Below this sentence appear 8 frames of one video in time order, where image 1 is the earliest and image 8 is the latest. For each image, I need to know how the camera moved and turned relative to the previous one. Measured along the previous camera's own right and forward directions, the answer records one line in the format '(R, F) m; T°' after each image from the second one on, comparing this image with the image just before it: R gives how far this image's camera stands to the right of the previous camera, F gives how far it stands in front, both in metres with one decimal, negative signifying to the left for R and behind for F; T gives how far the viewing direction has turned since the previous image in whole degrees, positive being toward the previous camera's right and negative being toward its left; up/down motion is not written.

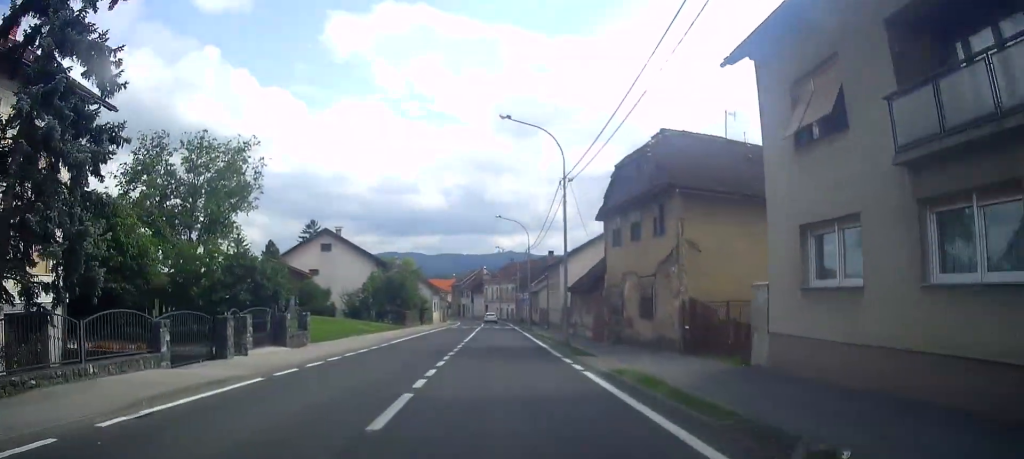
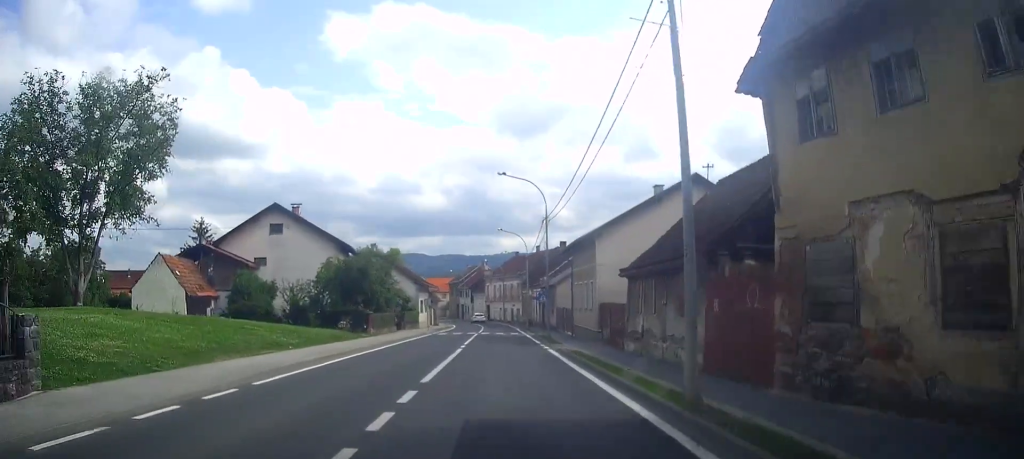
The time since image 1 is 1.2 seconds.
(+0.1, +16.2) m; +1°
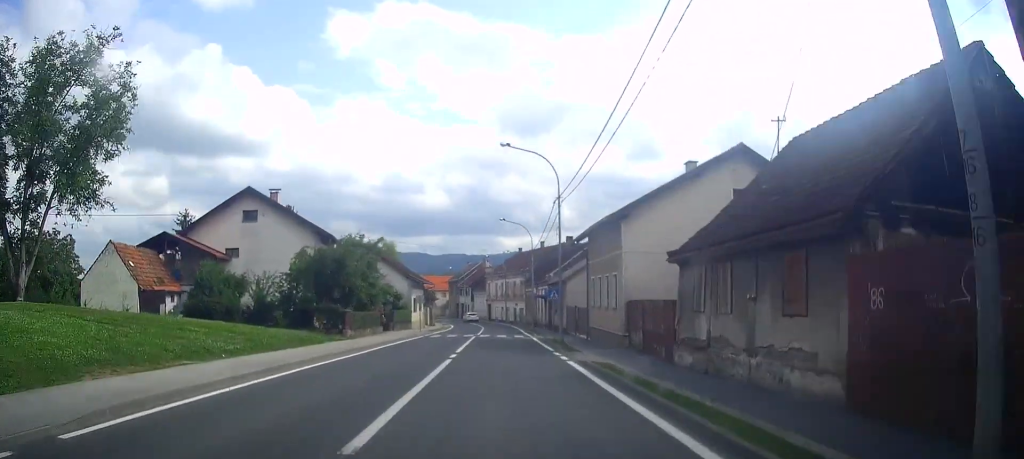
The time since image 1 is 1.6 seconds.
(0.0, +6.0) m; 0°
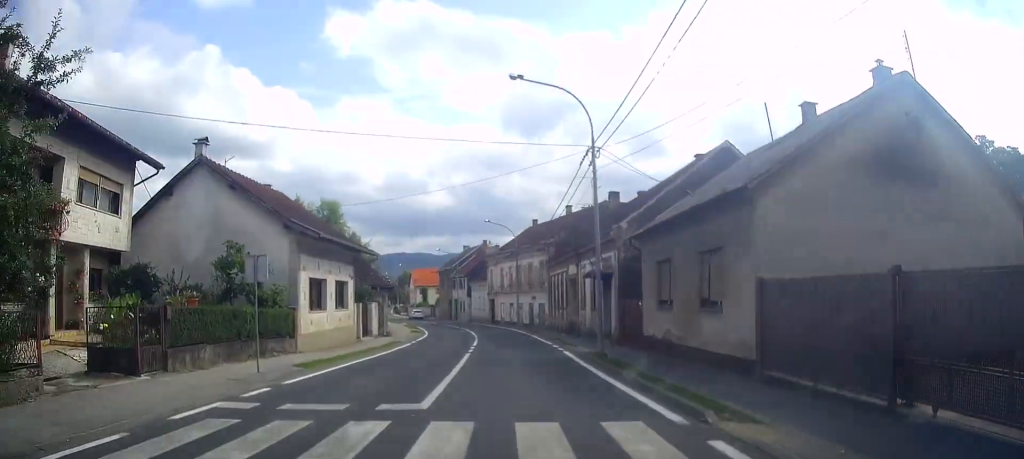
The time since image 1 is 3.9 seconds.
(-0.5, +31.3) m; -2°
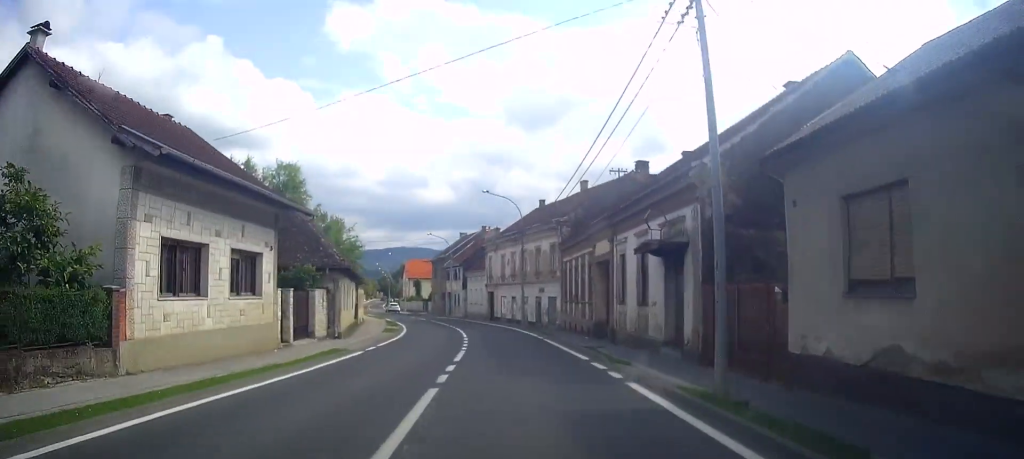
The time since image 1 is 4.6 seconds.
(0.0, +10.8) m; -1°
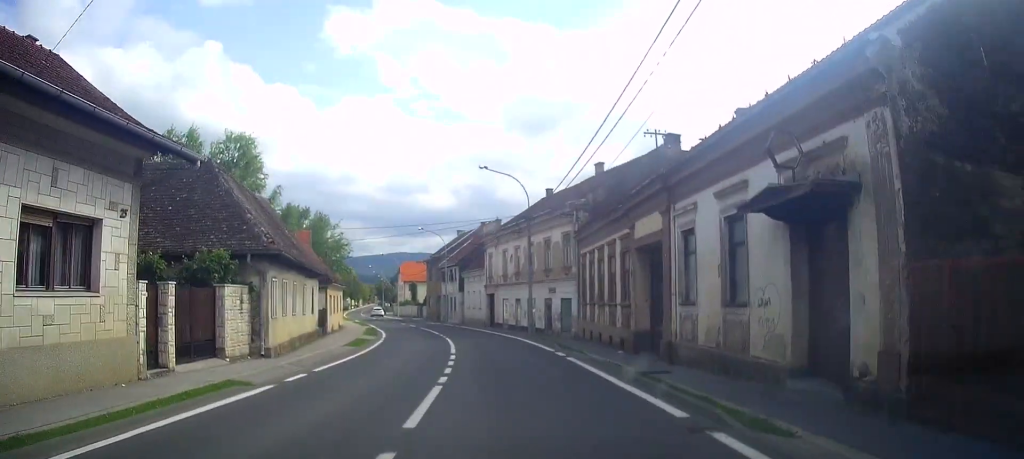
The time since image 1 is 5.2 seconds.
(-0.1, +8.3) m; -1°
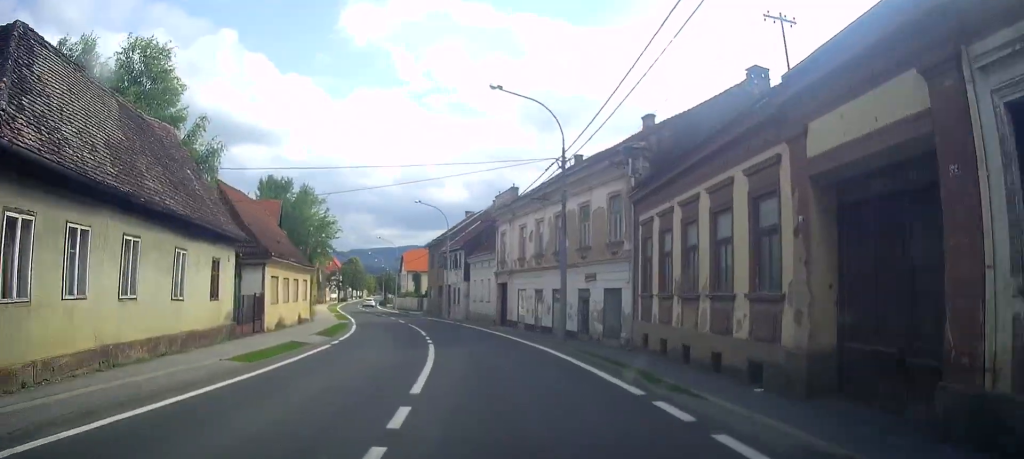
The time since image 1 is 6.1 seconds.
(-0.2, +11.2) m; -3°
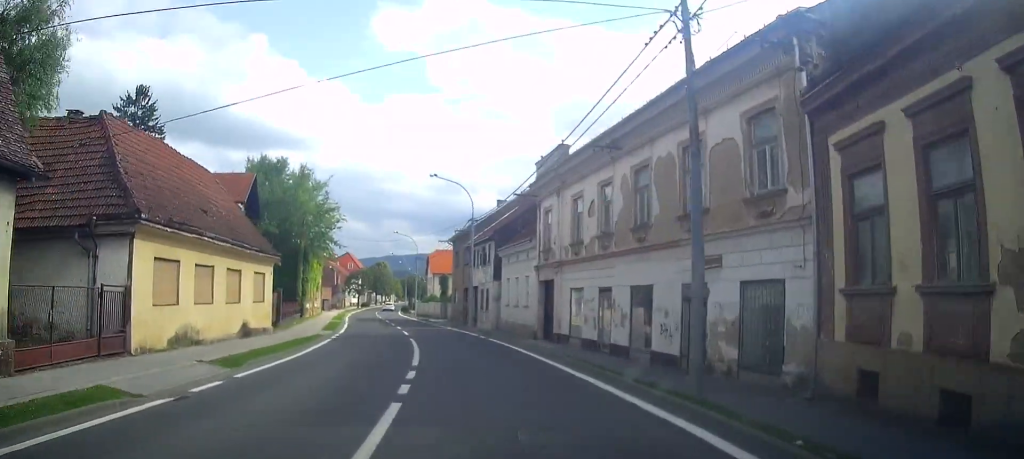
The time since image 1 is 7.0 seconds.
(-0.3, +11.4) m; -3°
